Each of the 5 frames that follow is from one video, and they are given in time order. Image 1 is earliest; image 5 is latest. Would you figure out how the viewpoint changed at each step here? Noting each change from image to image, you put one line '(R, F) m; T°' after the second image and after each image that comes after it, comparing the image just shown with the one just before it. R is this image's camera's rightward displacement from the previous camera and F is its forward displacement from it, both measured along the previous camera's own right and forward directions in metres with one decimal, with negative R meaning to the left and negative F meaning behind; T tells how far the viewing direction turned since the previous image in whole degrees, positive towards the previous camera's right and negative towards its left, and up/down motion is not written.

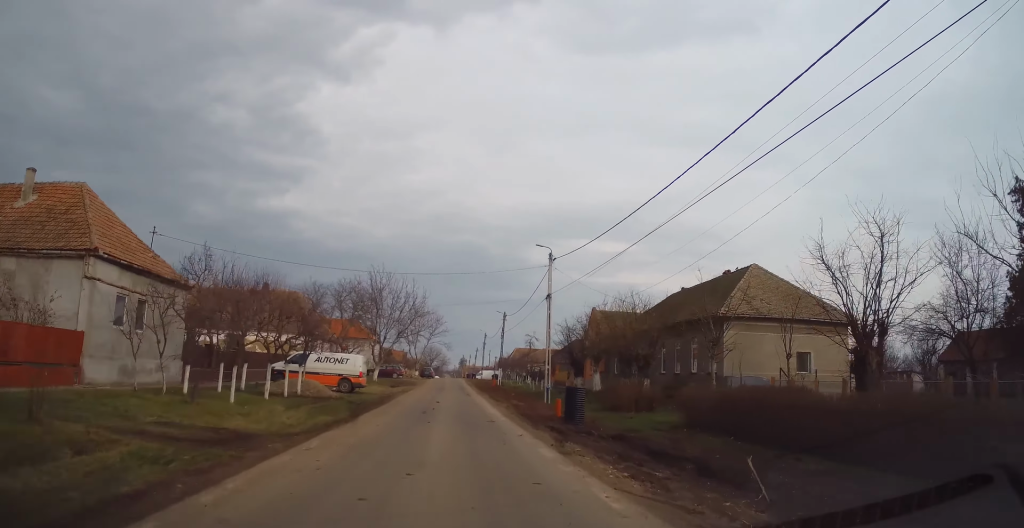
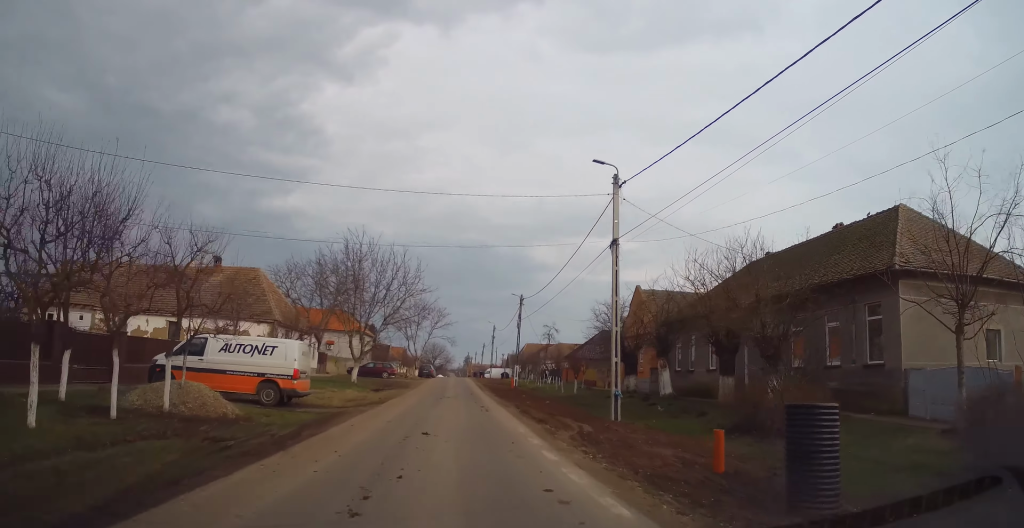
(0.0, +13.3) m; 0°
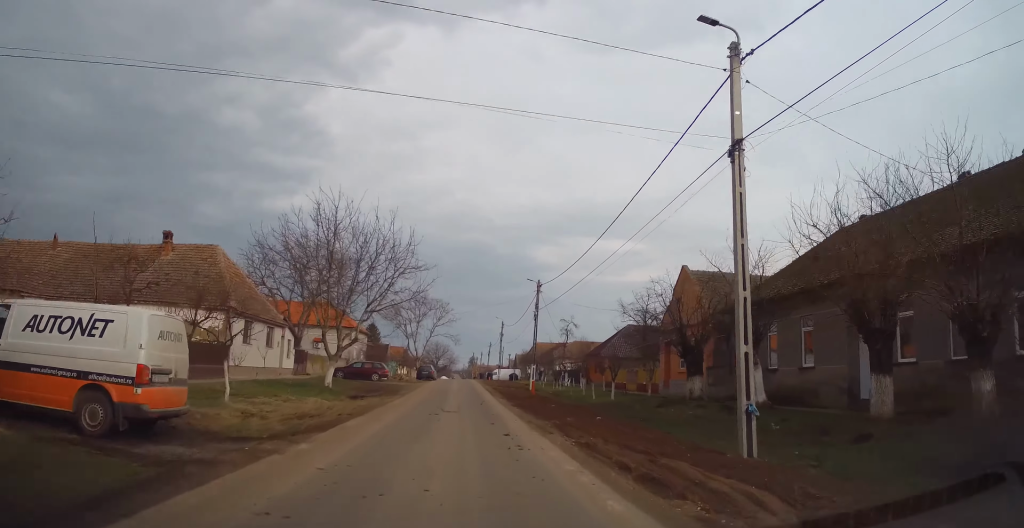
(0.0, +9.0) m; 0°
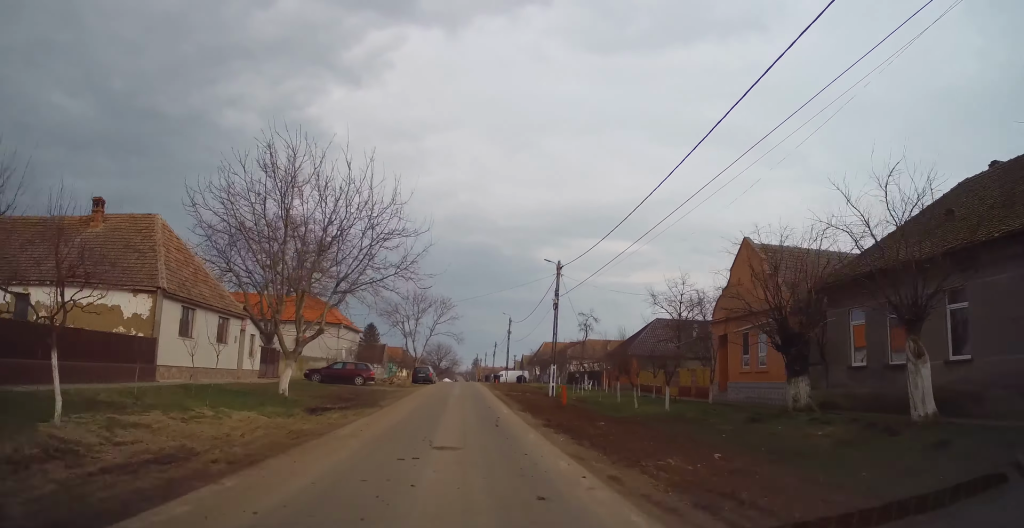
(-0.1, +8.2) m; 0°
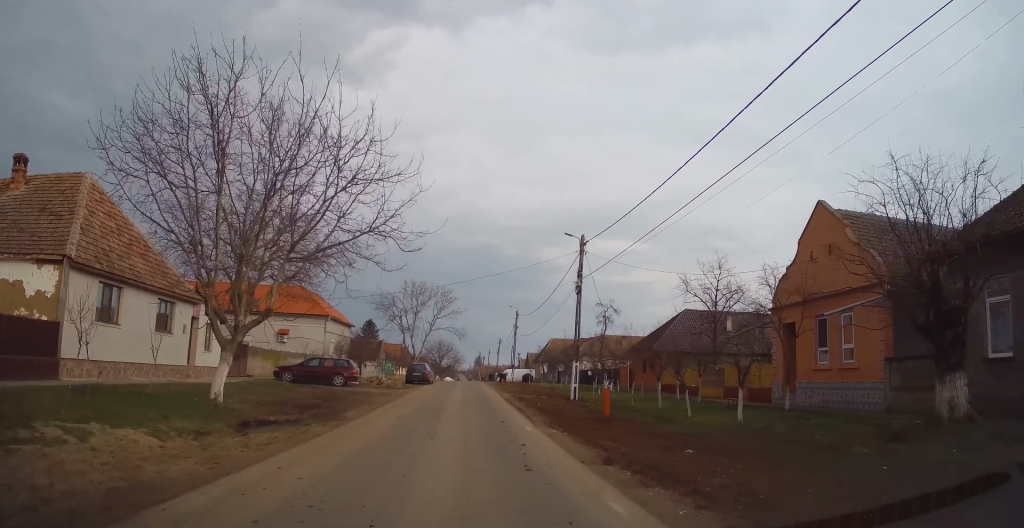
(+0.1, +6.9) m; 0°
